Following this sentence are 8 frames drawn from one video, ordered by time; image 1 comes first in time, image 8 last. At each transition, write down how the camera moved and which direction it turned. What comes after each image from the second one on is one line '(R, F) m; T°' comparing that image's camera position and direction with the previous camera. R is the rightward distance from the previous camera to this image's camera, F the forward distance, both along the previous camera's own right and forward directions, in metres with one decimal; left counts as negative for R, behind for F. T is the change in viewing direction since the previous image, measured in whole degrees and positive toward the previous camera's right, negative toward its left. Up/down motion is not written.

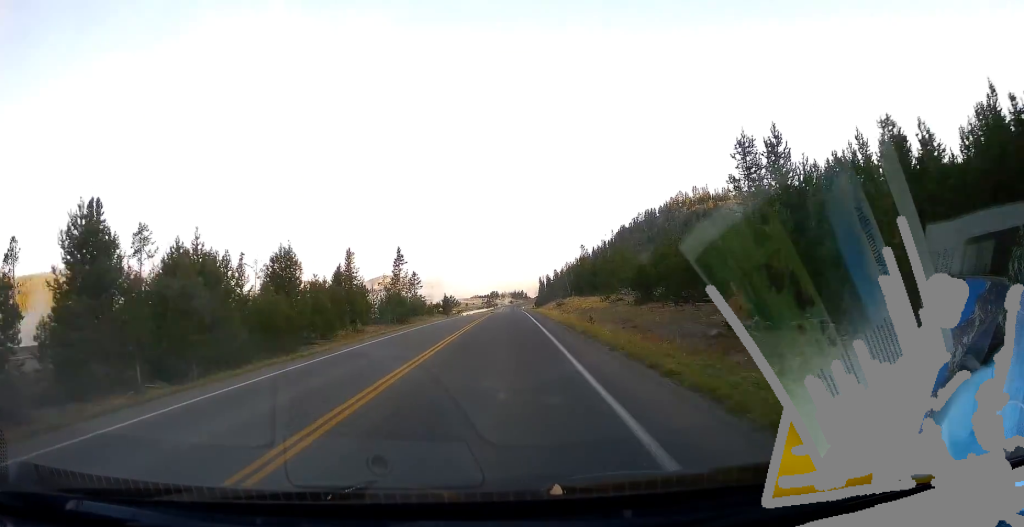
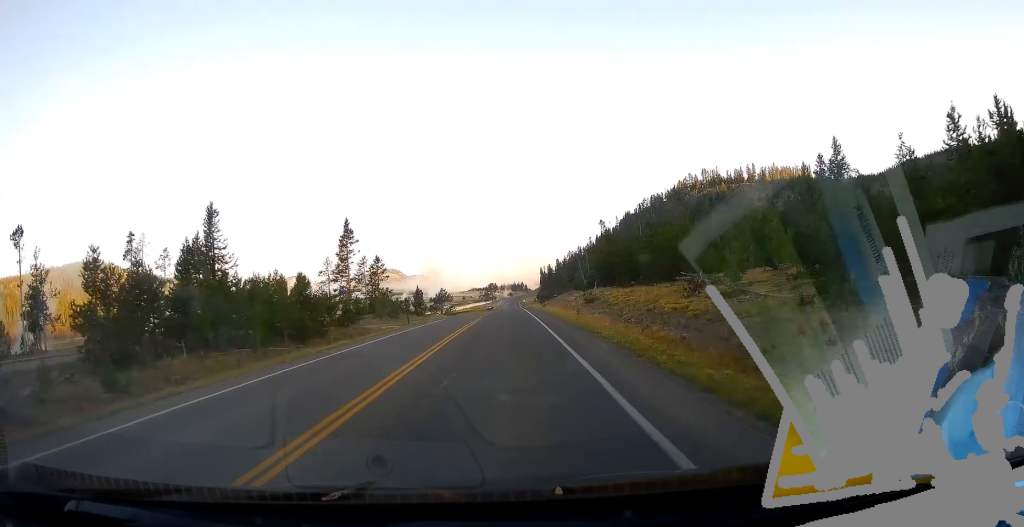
(-1.2, +34.0) m; 0°
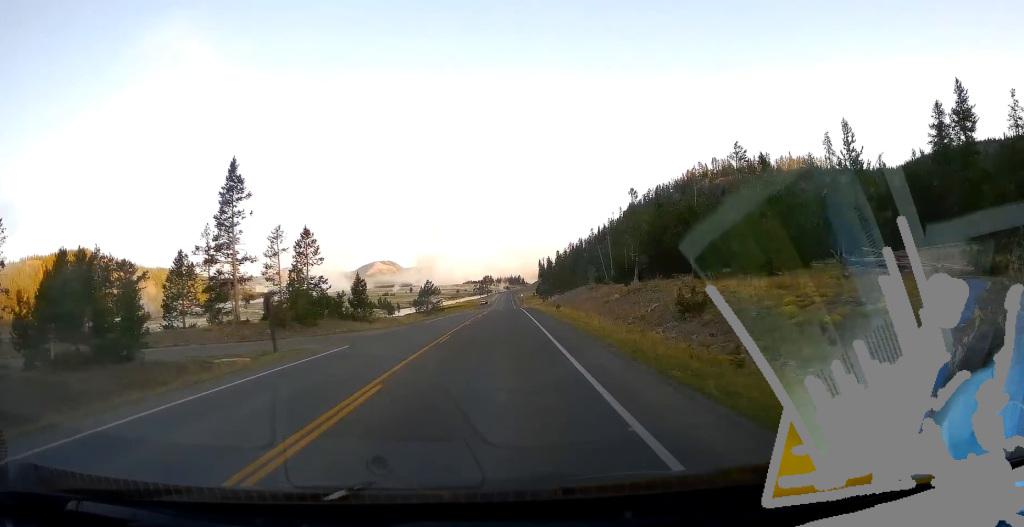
(+1.2, +30.0) m; +1°
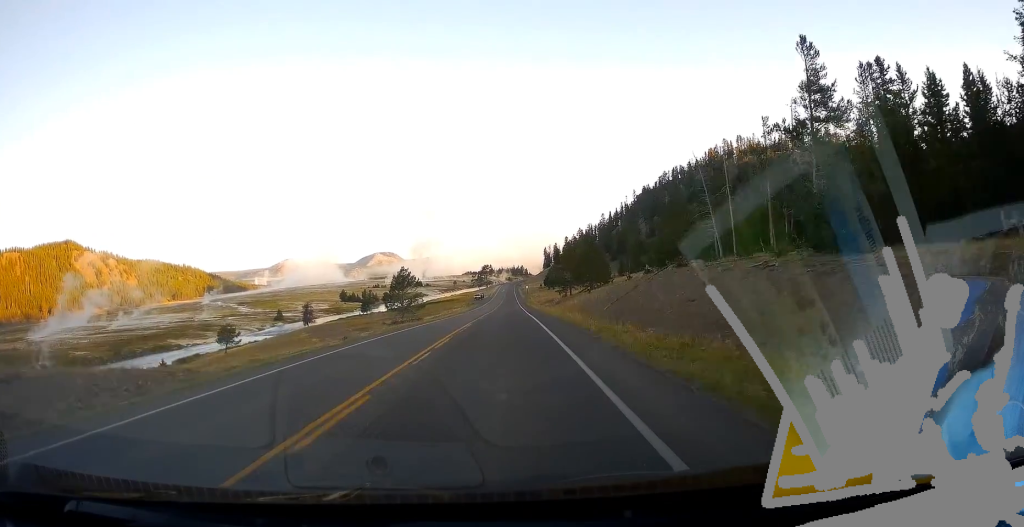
(-1.9, +50.8) m; -1°
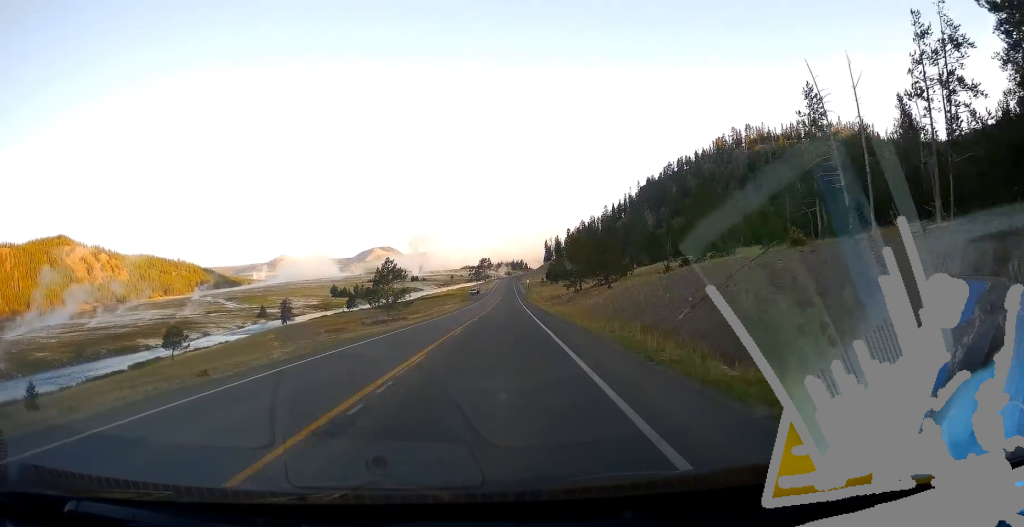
(+0.5, +18.1) m; +1°
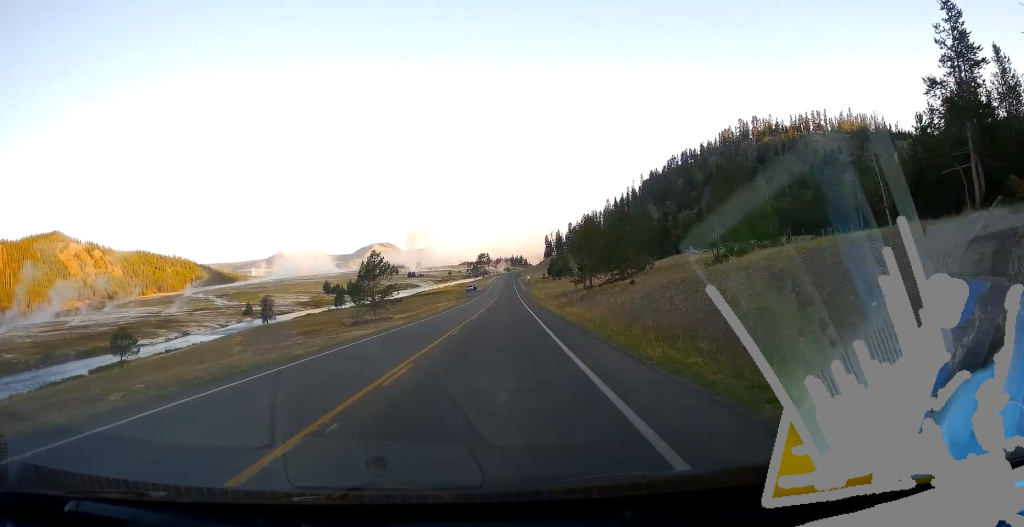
(+0.2, +14.4) m; 0°
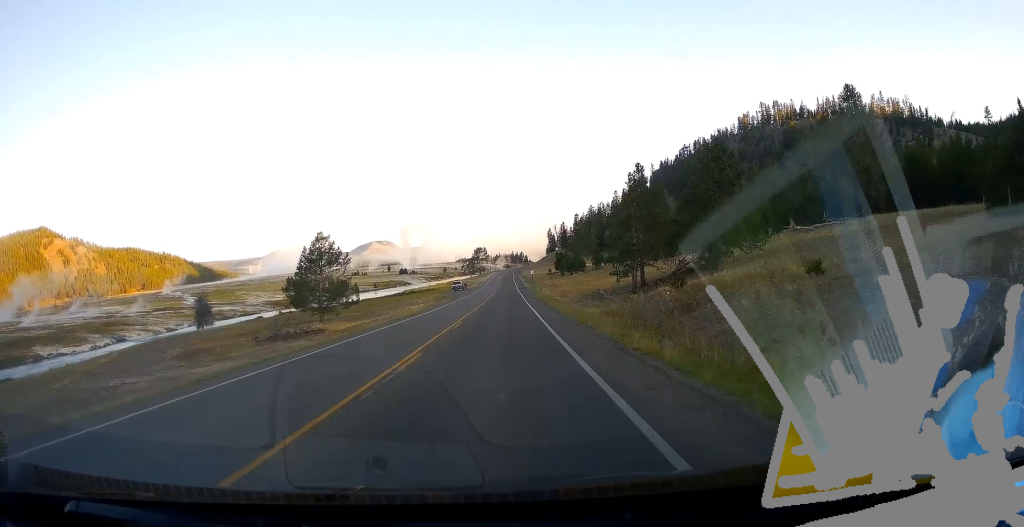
(-0.5, +35.0) m; 0°
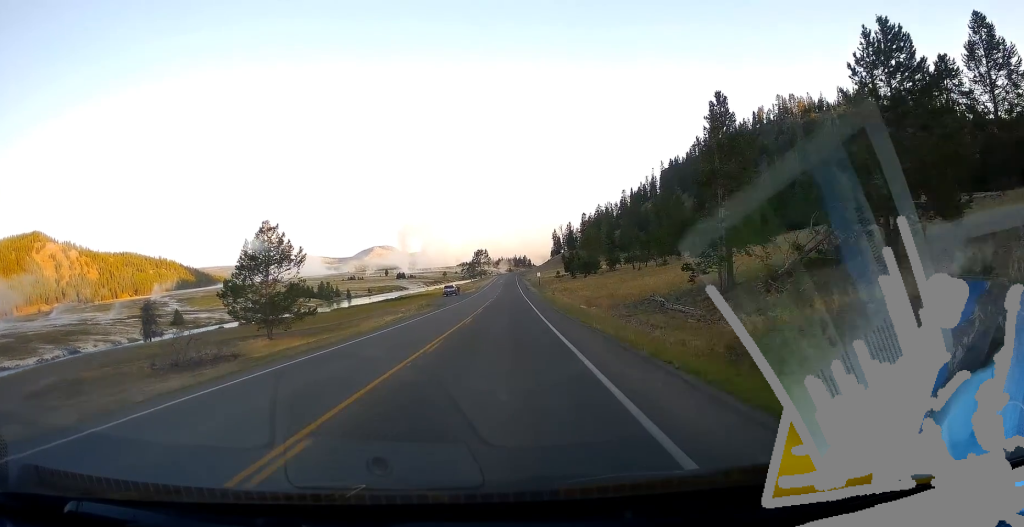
(+0.1, +22.1) m; +1°
